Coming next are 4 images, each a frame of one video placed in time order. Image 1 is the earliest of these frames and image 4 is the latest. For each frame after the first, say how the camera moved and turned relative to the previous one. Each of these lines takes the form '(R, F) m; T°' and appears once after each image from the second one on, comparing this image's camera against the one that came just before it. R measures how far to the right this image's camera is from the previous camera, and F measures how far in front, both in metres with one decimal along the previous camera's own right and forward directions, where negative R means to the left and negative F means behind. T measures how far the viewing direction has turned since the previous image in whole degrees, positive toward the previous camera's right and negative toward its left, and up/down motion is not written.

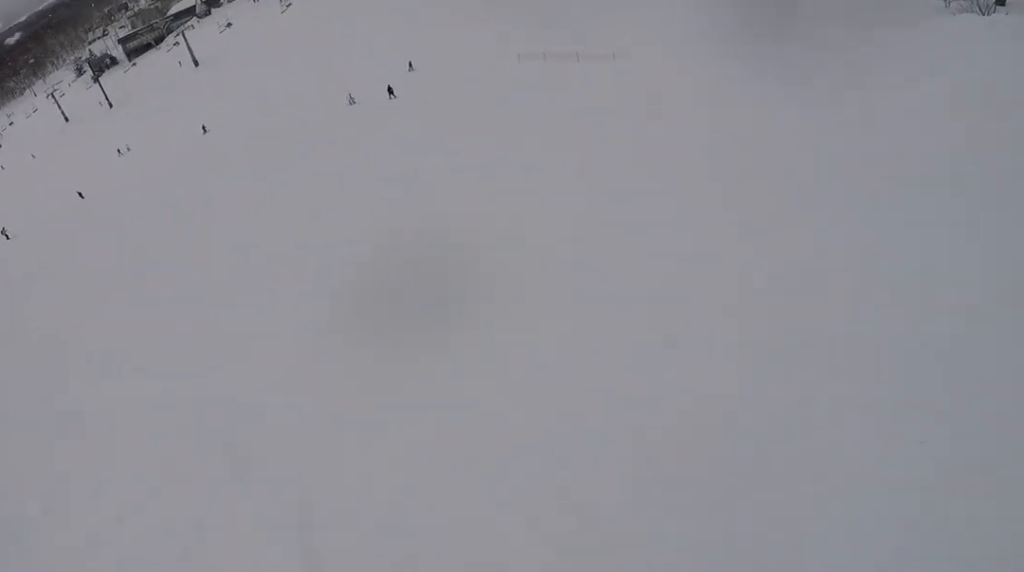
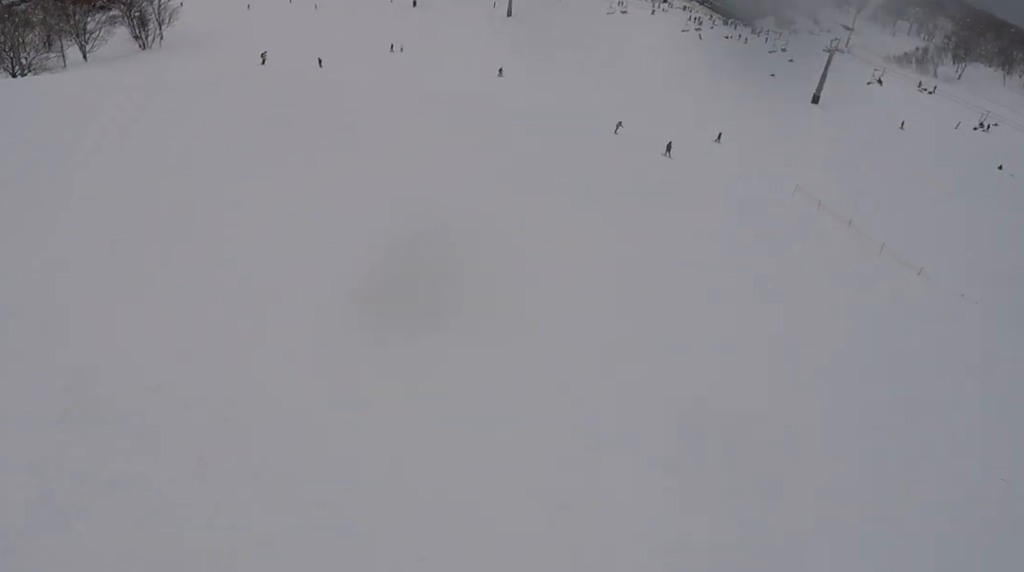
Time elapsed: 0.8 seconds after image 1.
(-0.4, +3.0) m; -14°
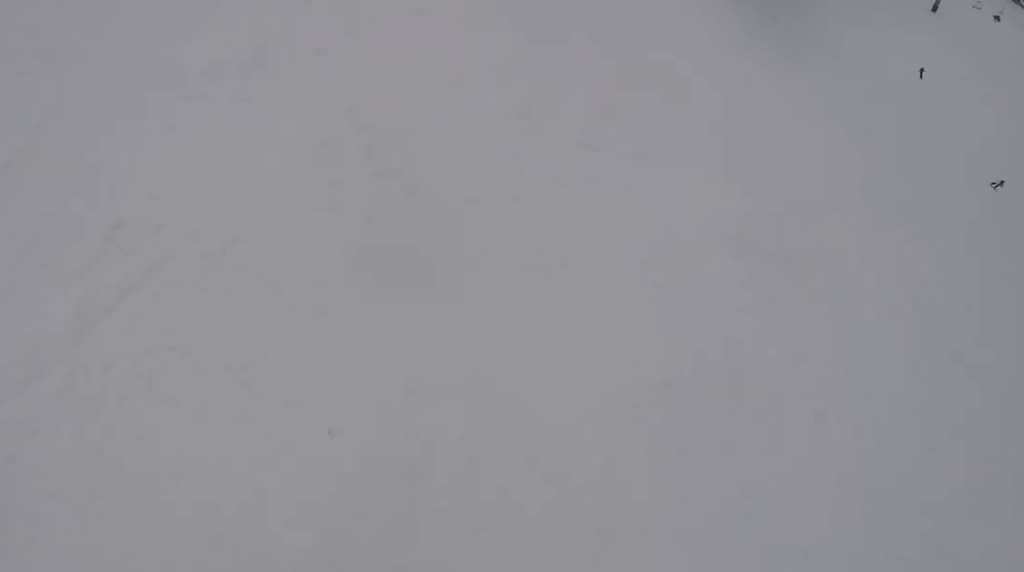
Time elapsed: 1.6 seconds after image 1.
(-0.8, +3.4) m; -20°
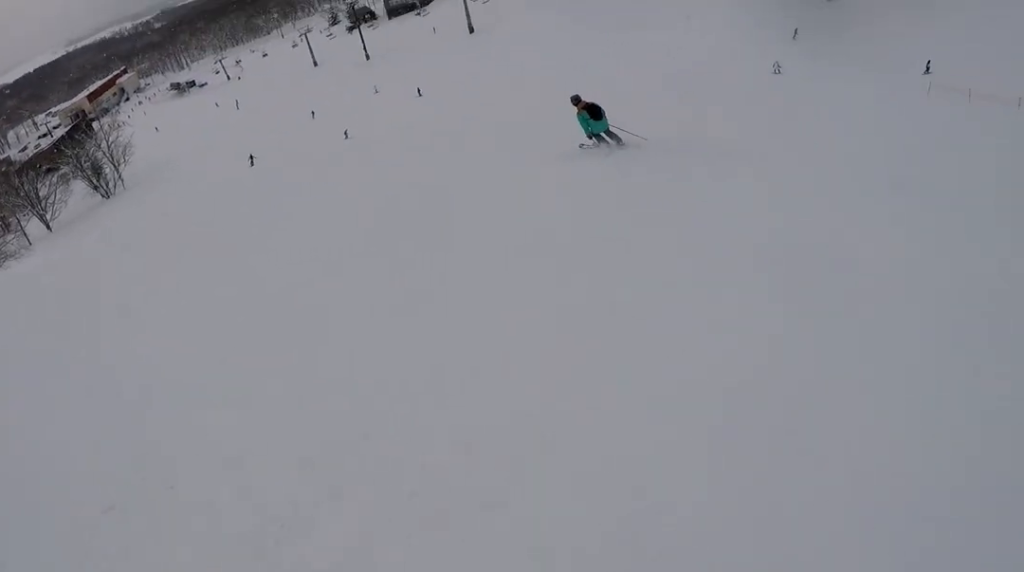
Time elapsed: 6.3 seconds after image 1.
(-5.1, +15.1) m; +29°
